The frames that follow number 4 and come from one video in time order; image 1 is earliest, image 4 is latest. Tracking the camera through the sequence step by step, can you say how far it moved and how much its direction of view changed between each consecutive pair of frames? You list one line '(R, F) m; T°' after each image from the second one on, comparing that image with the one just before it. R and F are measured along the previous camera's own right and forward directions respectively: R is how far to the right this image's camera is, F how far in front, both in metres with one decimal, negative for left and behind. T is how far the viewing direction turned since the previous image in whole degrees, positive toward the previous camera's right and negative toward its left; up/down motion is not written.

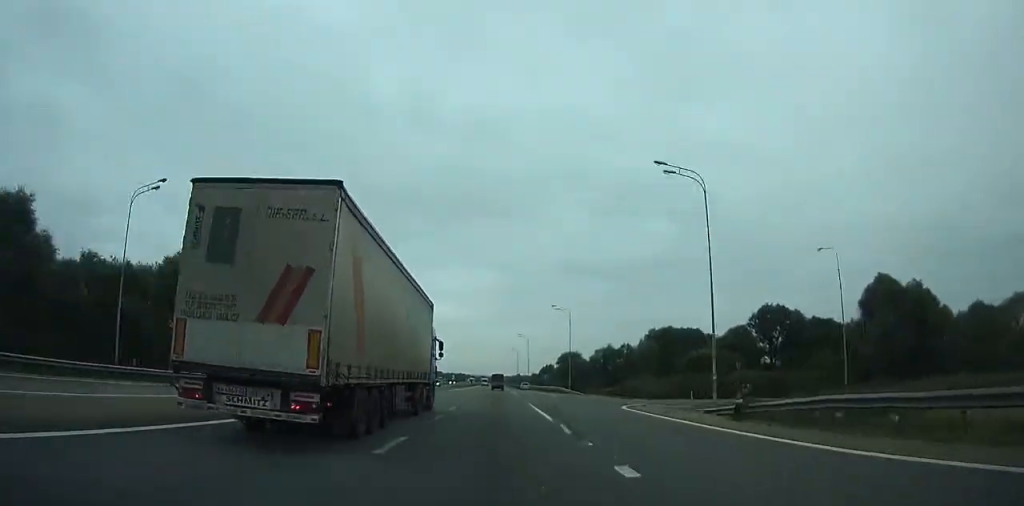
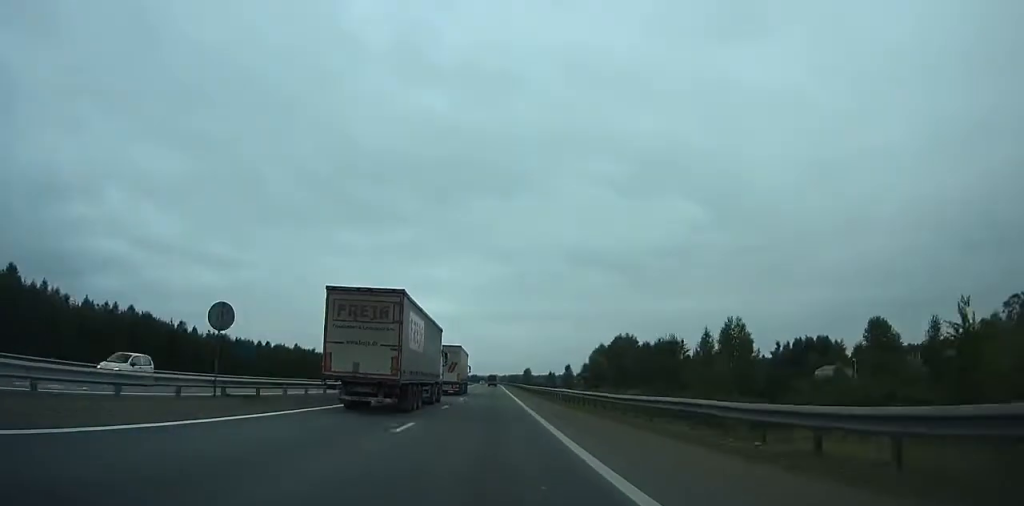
(-0.7, +196.4) m; 0°
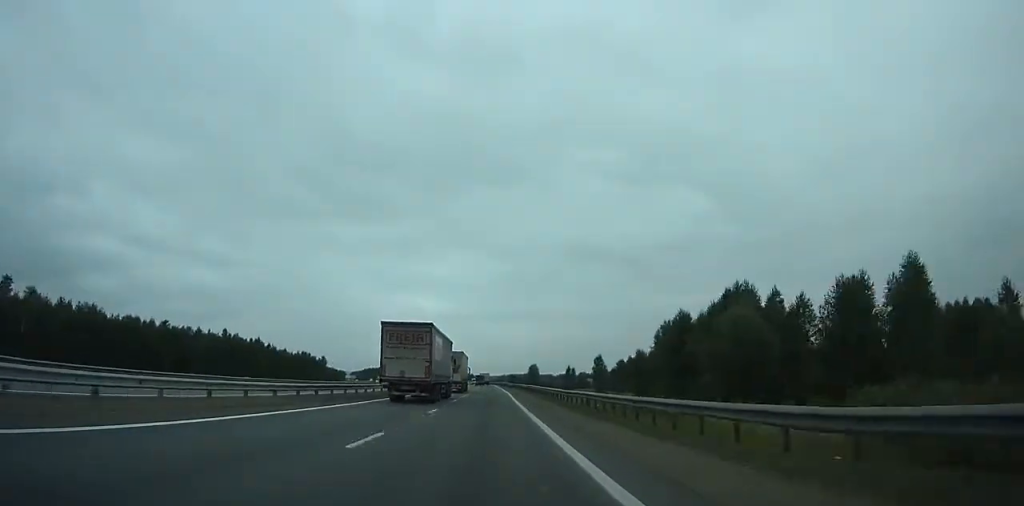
(+0.4, +62.4) m; 0°
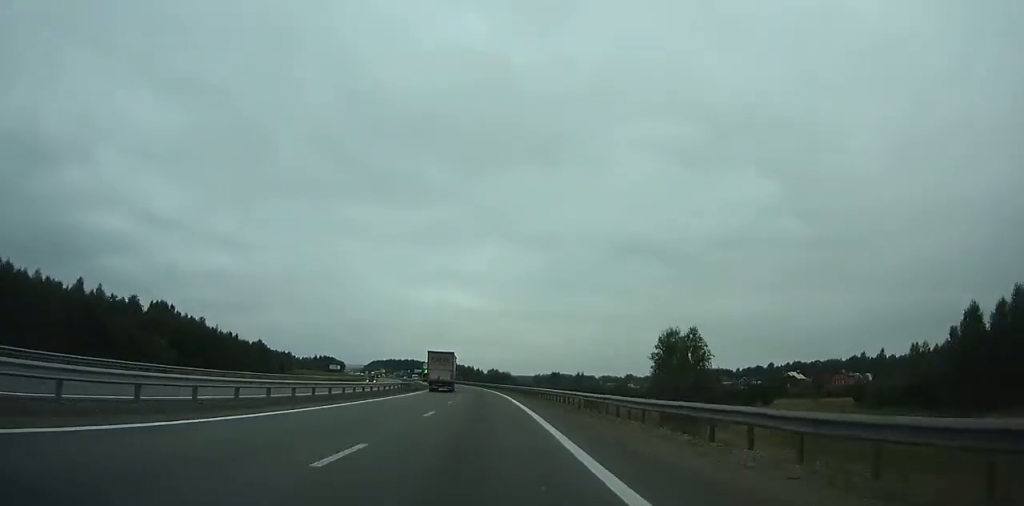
(-2.0, +169.4) m; -3°
